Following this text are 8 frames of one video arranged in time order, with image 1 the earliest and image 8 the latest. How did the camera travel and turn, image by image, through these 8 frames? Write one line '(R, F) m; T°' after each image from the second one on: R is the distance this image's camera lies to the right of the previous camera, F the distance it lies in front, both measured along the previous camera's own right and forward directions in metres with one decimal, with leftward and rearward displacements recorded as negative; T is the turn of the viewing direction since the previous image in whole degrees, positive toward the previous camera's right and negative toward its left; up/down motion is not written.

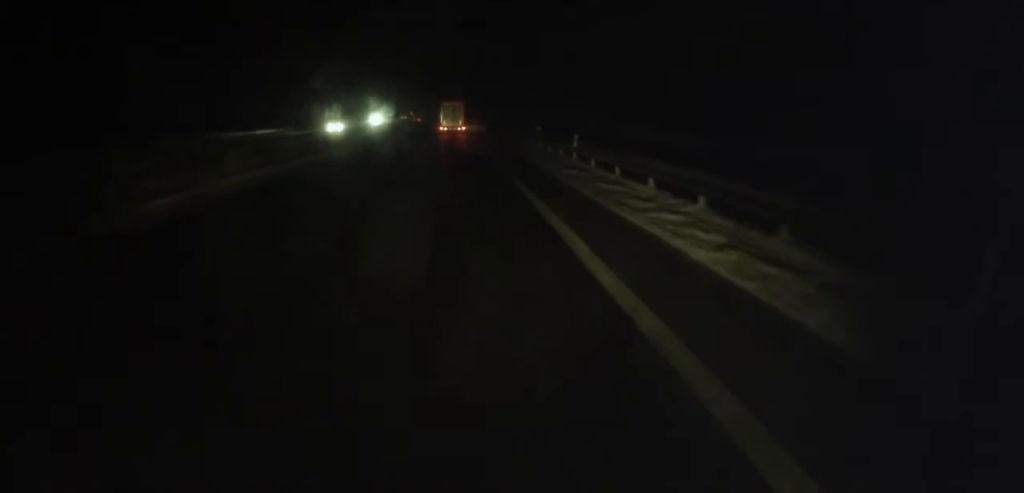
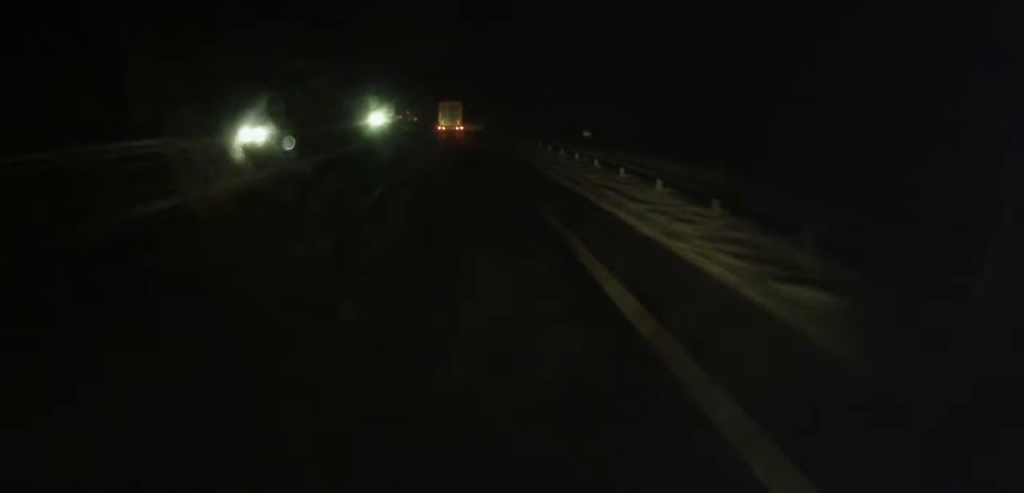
(0.0, +16.8) m; -1°
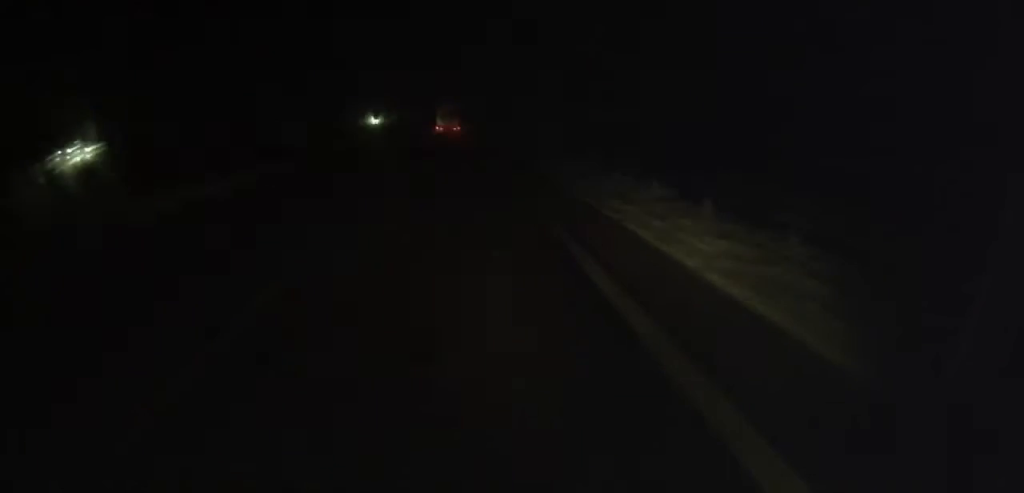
(-0.2, +11.6) m; 0°
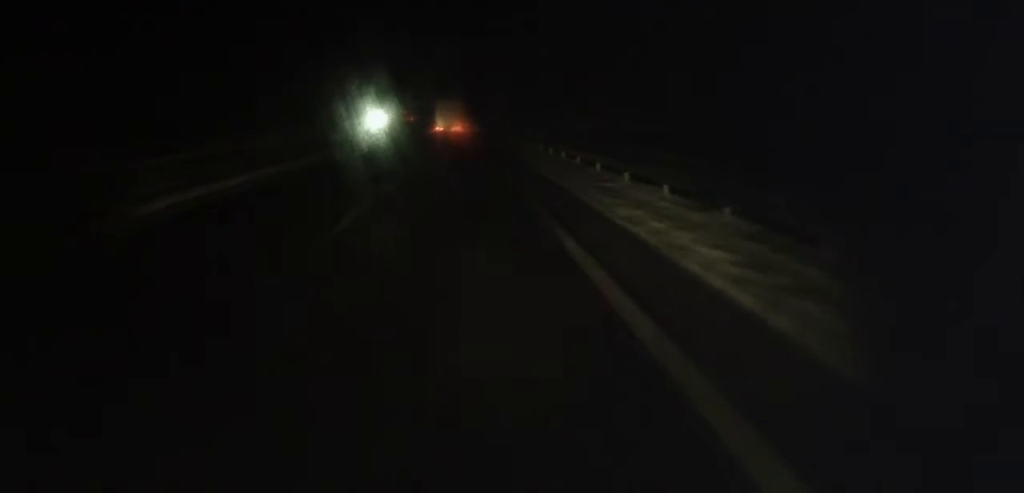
(-0.1, +9.3) m; 0°
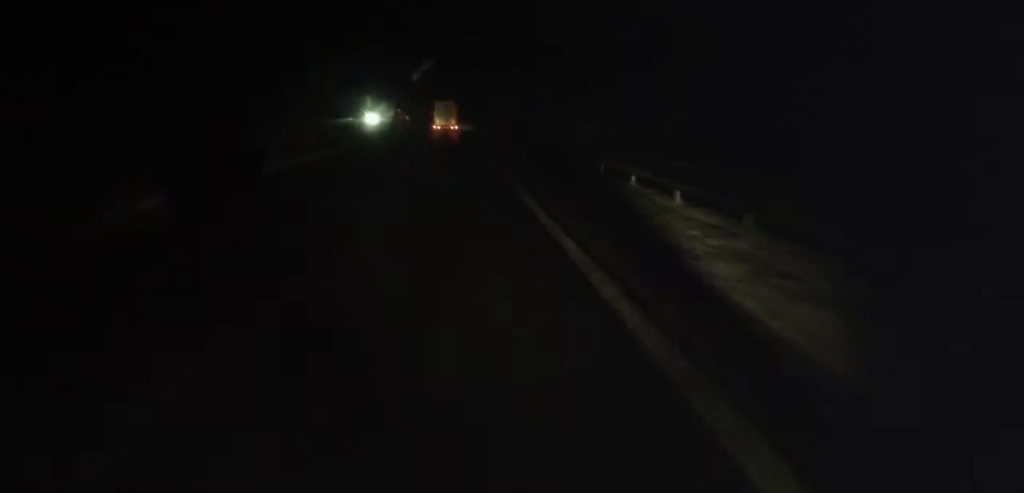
(+0.2, +9.4) m; 0°
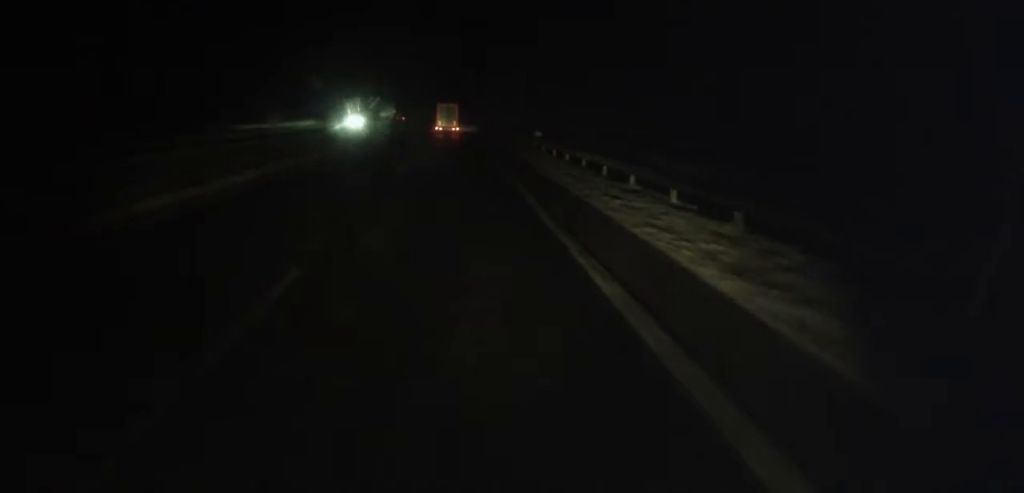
(-0.4, +35.6) m; 0°
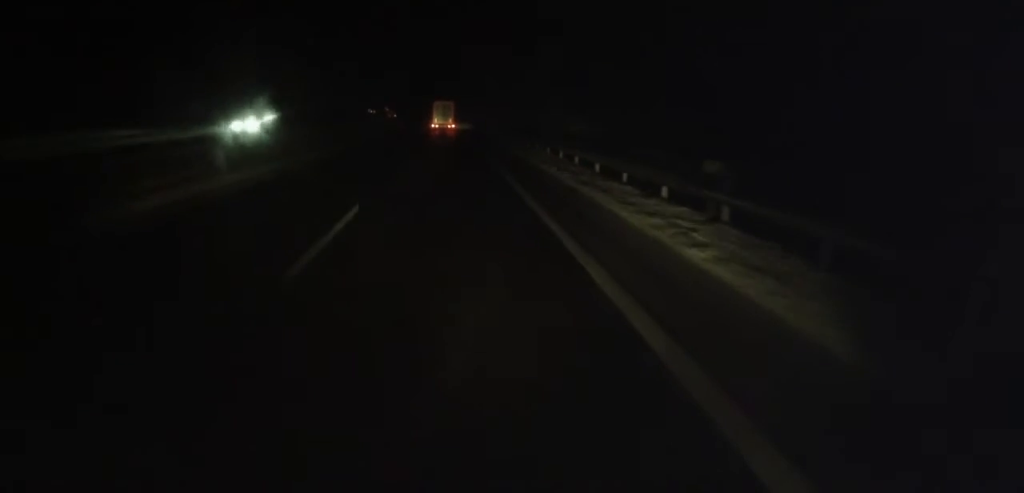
(+0.2, +30.6) m; -1°
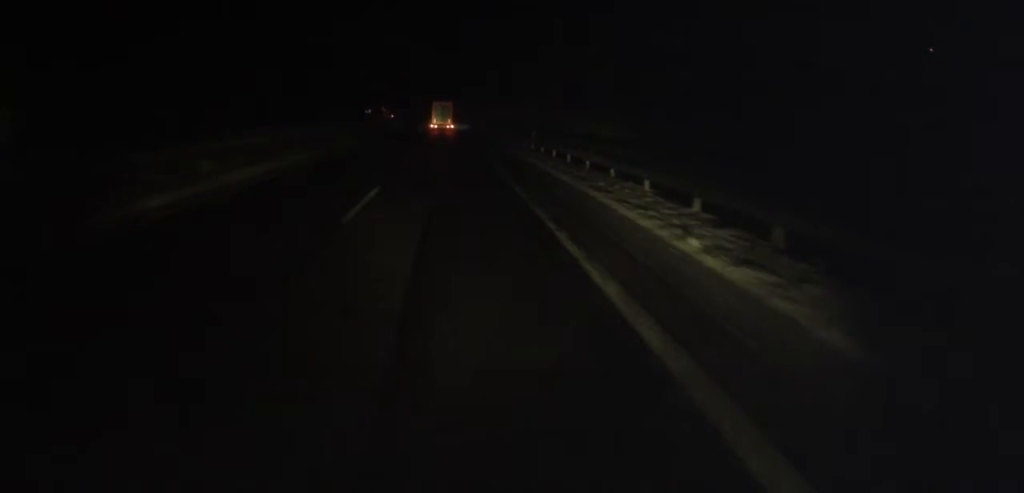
(-0.4, +14.1) m; -1°
